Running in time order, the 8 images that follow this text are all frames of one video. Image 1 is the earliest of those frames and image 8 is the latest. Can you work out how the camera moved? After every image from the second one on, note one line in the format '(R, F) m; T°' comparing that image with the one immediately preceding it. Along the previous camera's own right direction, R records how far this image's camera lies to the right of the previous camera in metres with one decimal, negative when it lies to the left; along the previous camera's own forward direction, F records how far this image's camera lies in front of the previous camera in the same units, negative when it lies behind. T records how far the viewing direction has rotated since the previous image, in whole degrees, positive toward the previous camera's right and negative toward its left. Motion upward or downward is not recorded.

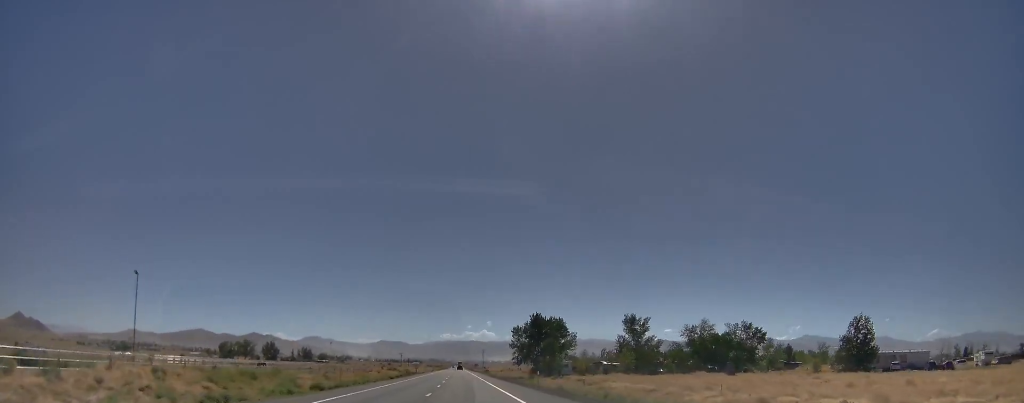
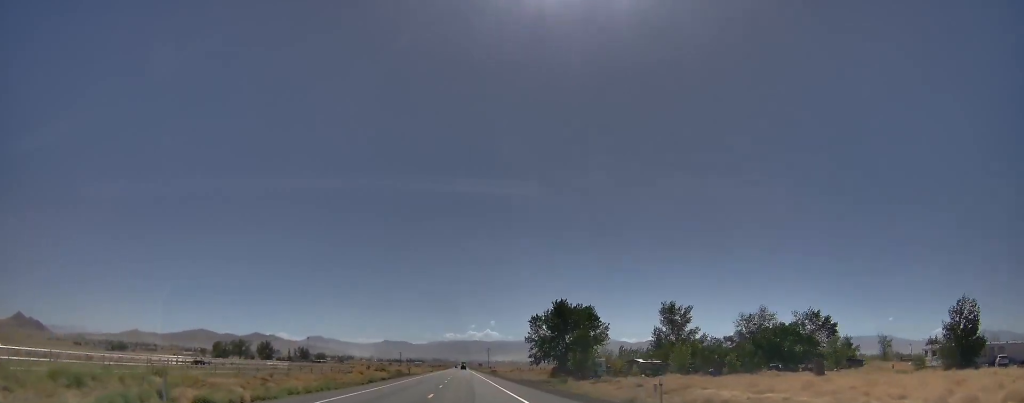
(-0.3, +23.7) m; 0°
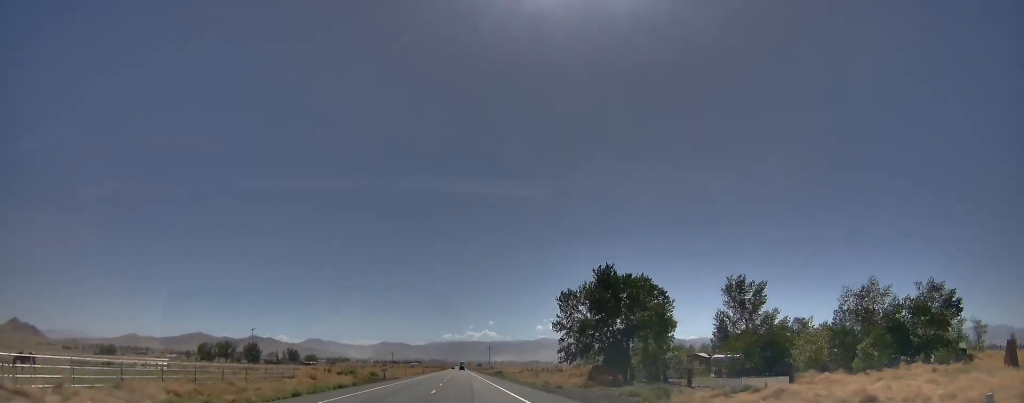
(+0.1, +29.9) m; +1°
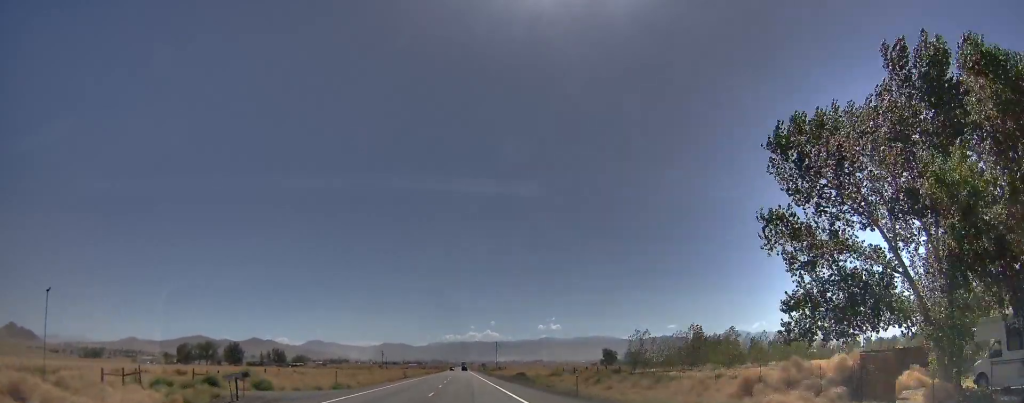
(+0.7, +53.5) m; +1°
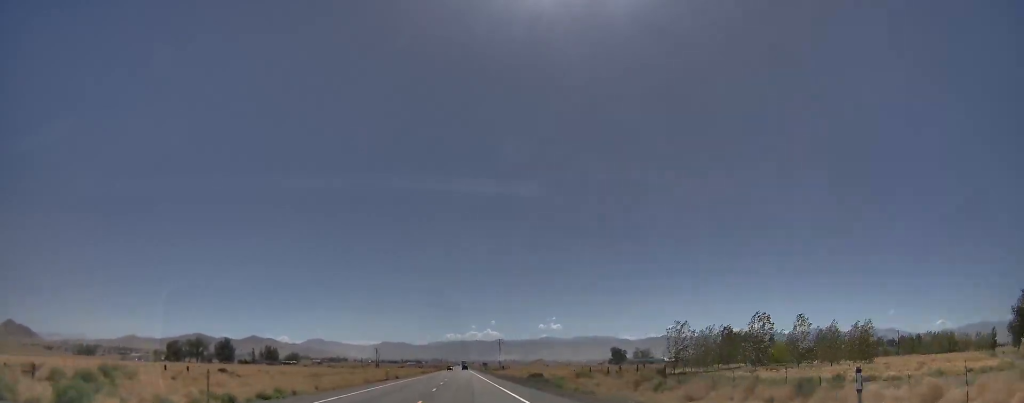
(+0.1, +22.0) m; 0°
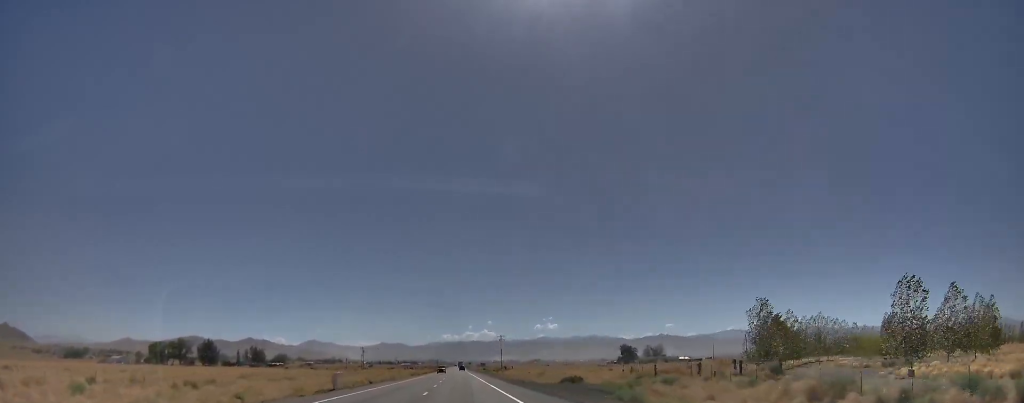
(-0.4, +28.8) m; -2°
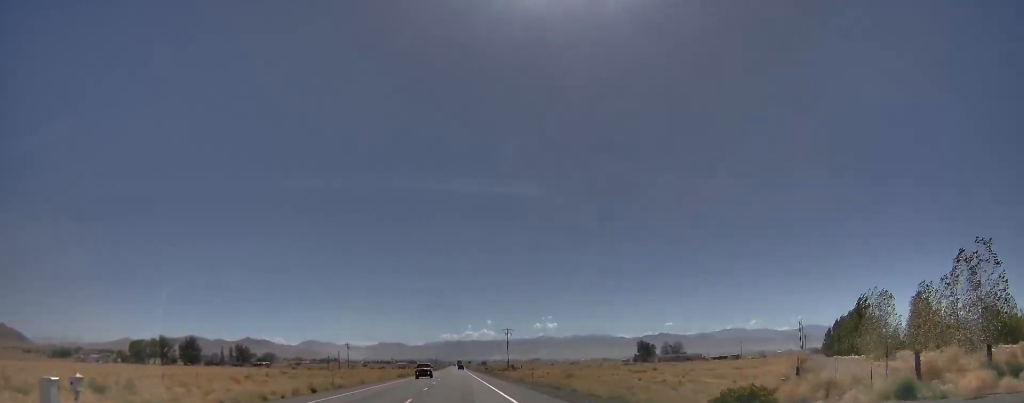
(-0.5, +32.3) m; +1°
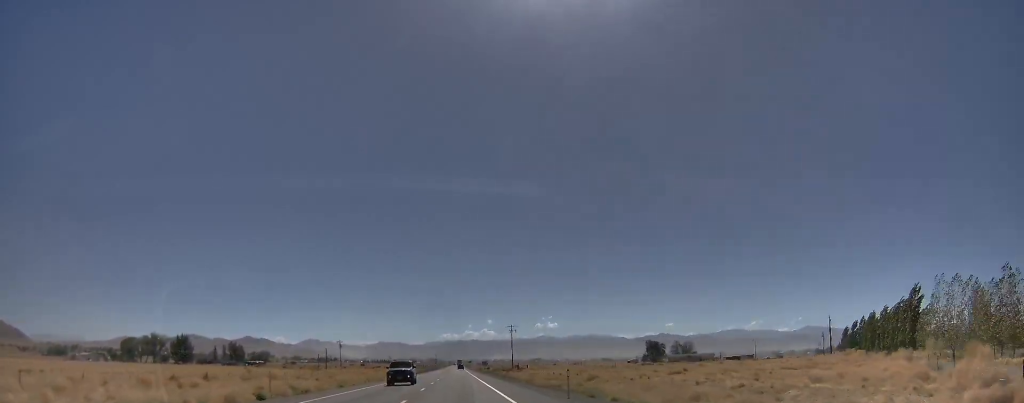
(+0.4, +14.0) m; +1°
